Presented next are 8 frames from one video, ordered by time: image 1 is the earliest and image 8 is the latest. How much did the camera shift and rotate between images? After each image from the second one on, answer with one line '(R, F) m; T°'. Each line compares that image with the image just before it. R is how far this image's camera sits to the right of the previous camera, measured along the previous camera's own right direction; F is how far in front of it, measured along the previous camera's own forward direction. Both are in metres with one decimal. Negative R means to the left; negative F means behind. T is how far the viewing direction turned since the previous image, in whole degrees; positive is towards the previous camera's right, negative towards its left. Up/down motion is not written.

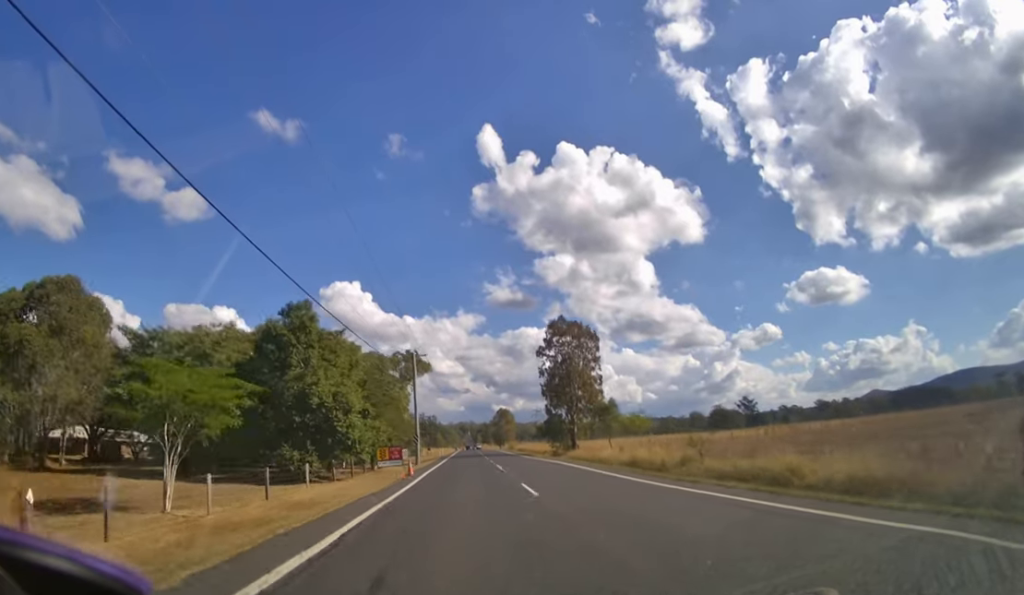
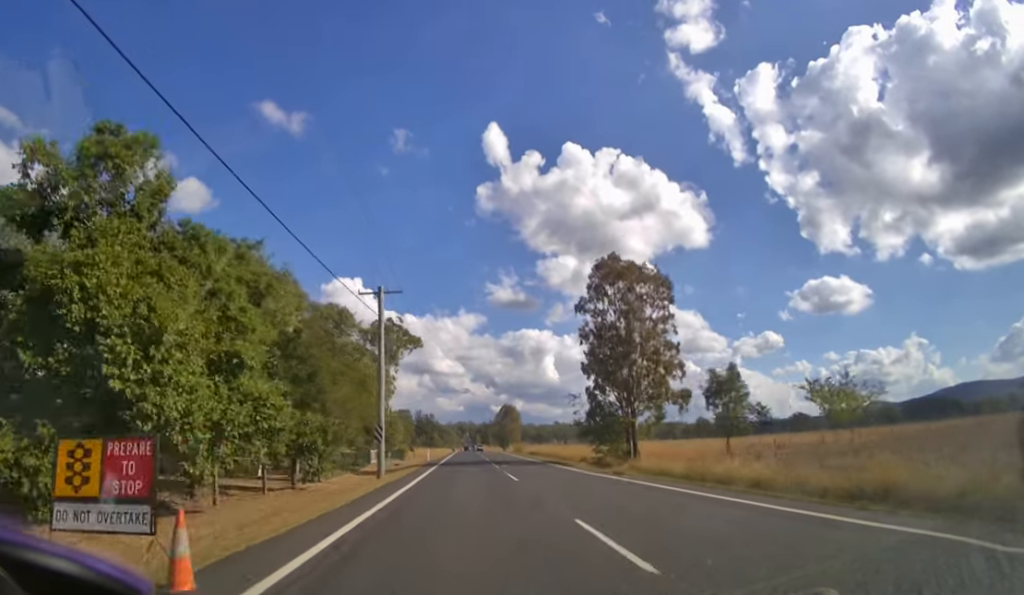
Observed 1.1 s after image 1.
(-0.1, +21.6) m; 0°
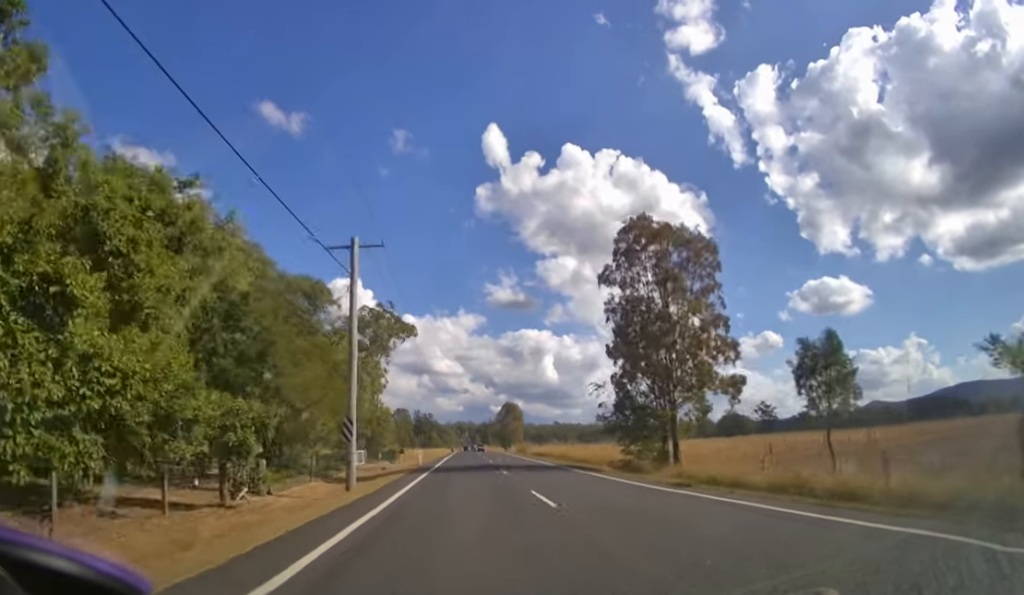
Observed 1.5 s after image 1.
(0.0, +8.1) m; 0°
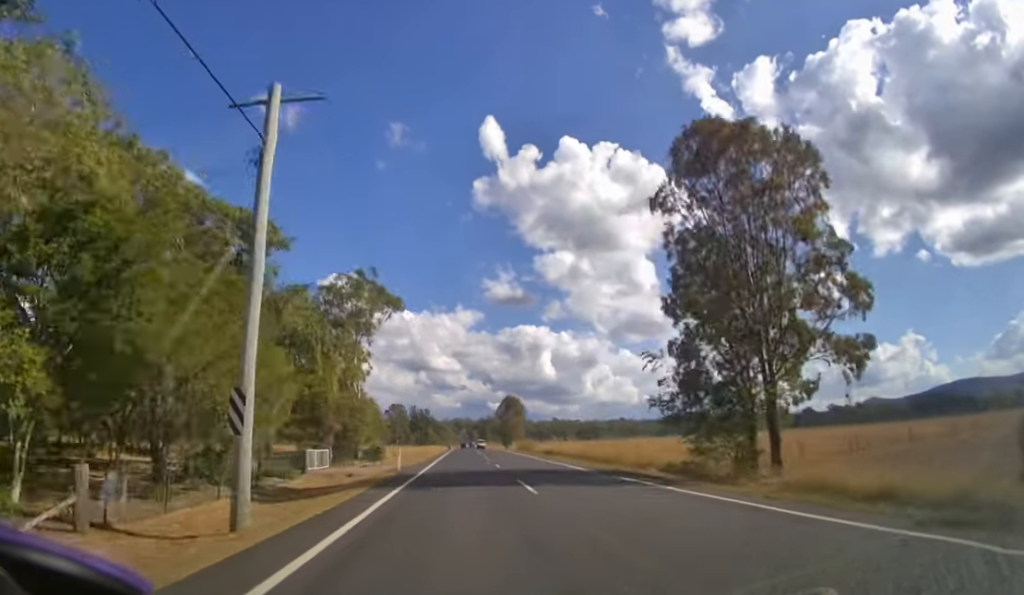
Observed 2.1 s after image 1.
(0.0, +10.7) m; 0°
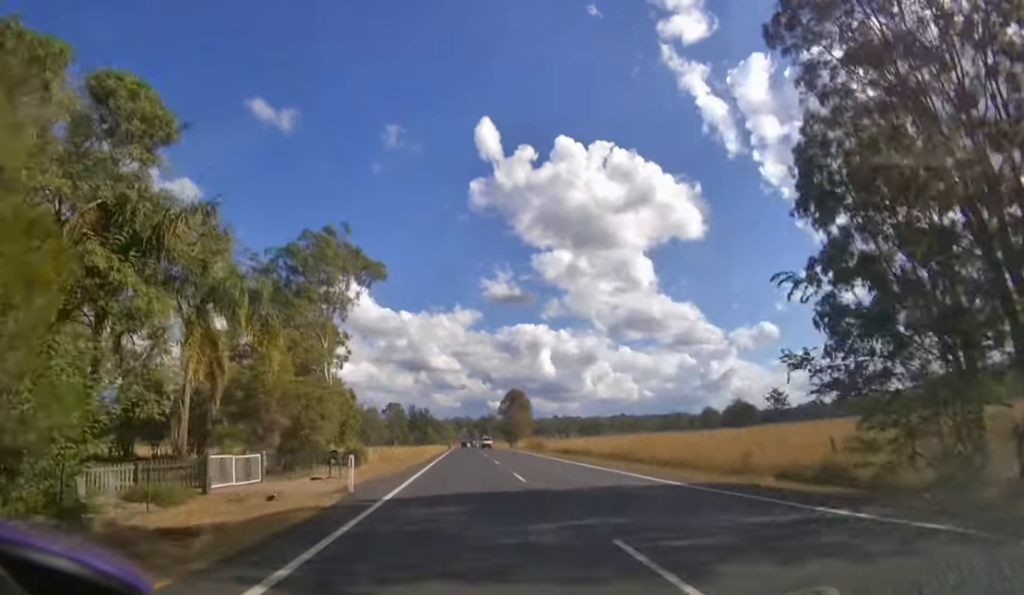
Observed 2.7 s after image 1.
(+0.1, +11.4) m; 0°
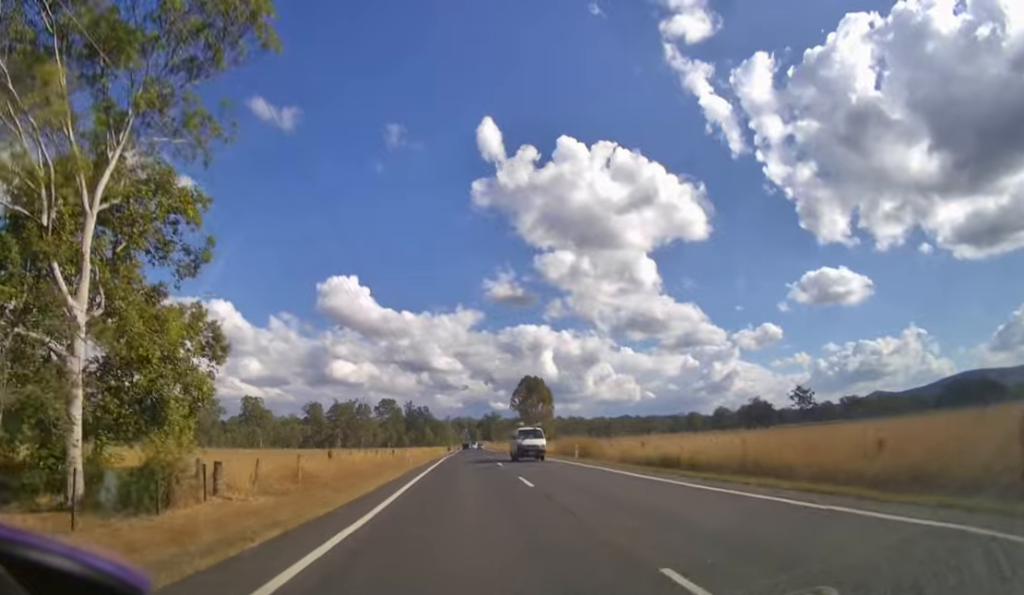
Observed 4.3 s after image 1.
(0.0, +26.3) m; 0°
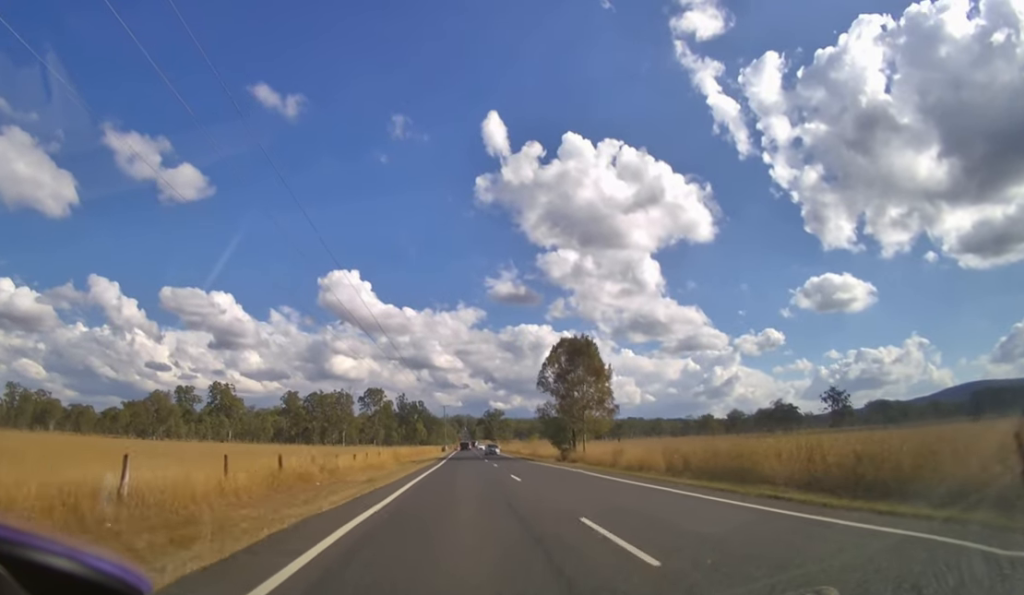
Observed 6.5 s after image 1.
(0.0, +29.8) m; 0°
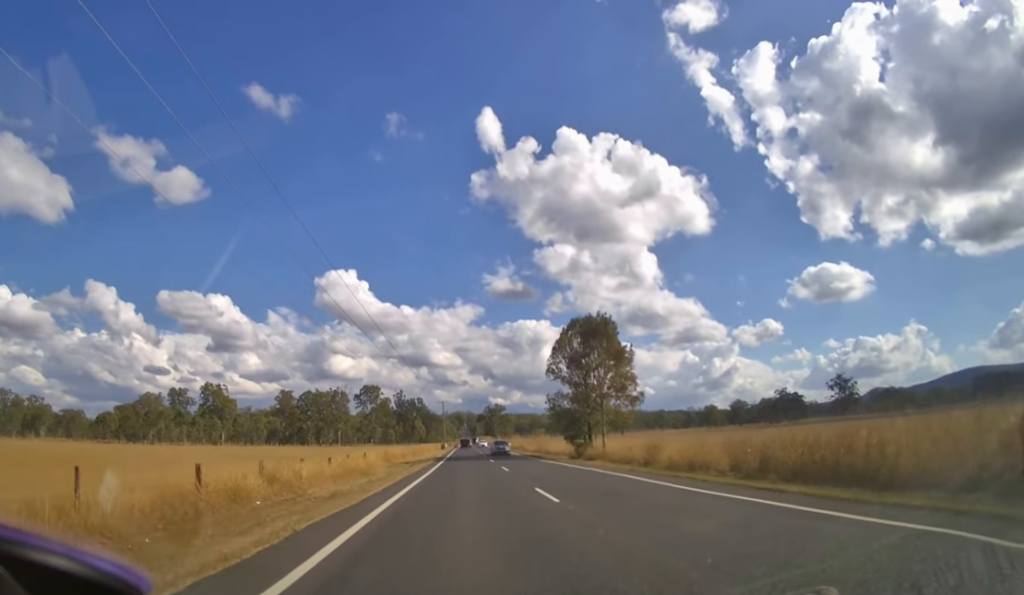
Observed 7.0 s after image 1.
(0.0, +5.5) m; 0°
